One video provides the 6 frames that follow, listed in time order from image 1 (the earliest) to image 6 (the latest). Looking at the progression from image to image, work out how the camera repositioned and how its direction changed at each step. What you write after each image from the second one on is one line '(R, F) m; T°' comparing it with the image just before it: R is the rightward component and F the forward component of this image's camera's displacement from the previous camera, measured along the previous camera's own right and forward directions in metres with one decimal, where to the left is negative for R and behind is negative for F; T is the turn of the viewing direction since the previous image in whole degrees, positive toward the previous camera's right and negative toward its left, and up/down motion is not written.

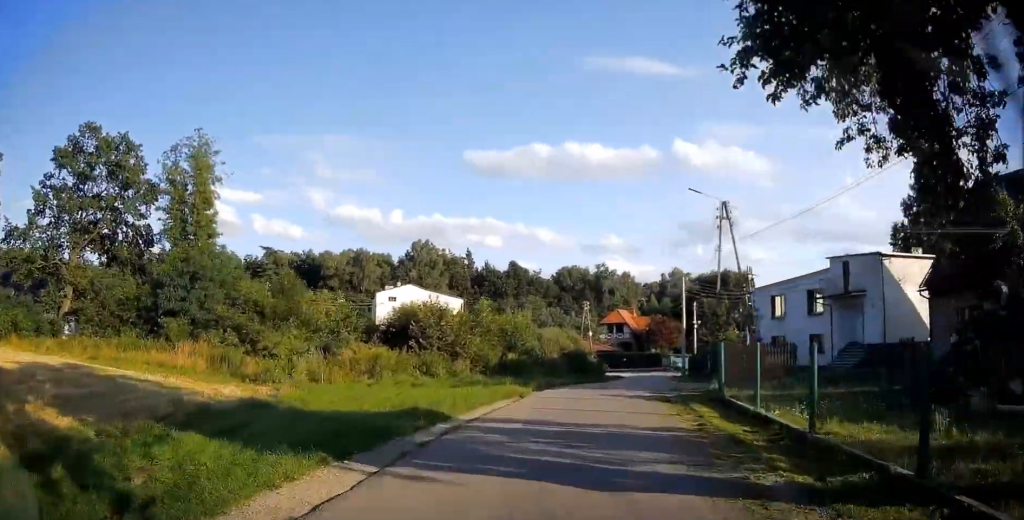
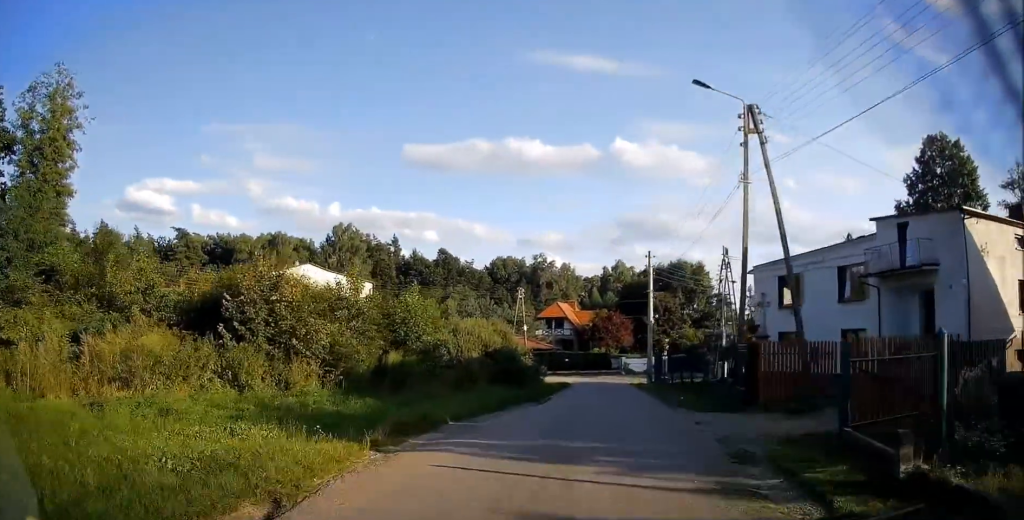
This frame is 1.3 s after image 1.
(+0.6, +12.7) m; +6°
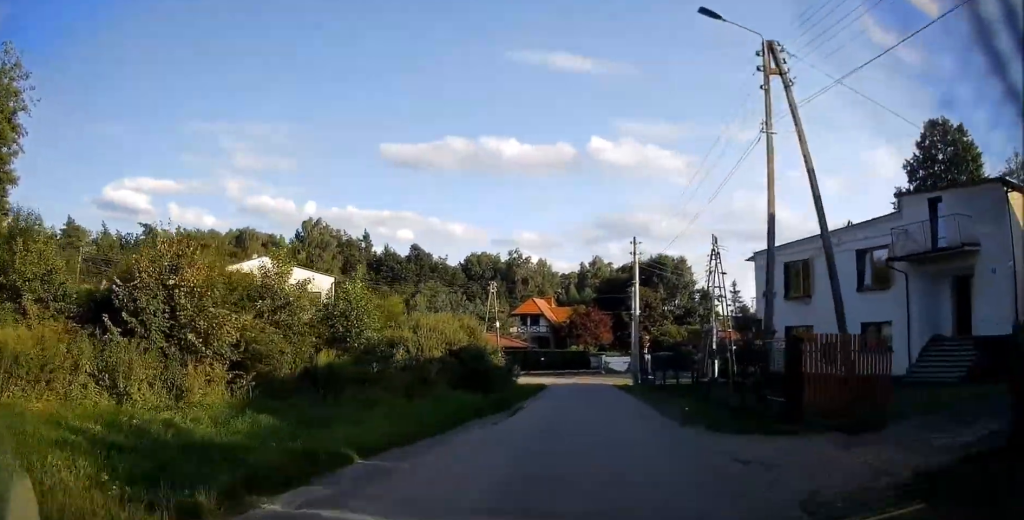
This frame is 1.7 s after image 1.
(0.0, +4.2) m; +2°
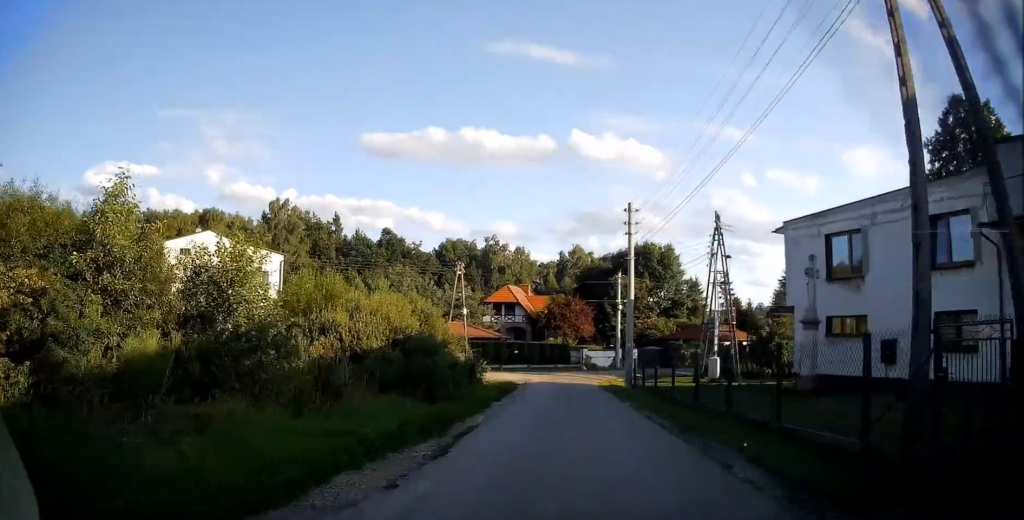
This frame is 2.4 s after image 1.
(+0.3, +6.6) m; +2°
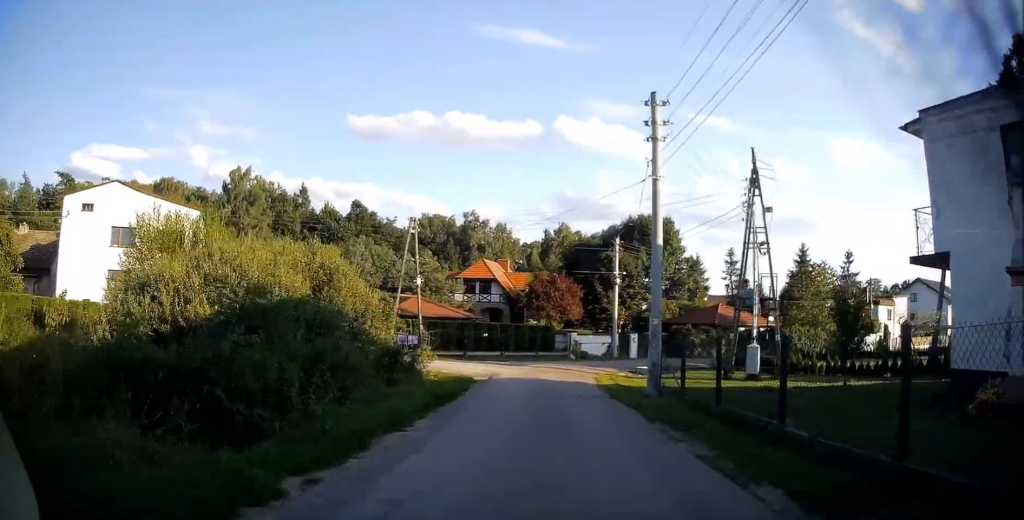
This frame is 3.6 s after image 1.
(0.0, +10.3) m; +1°
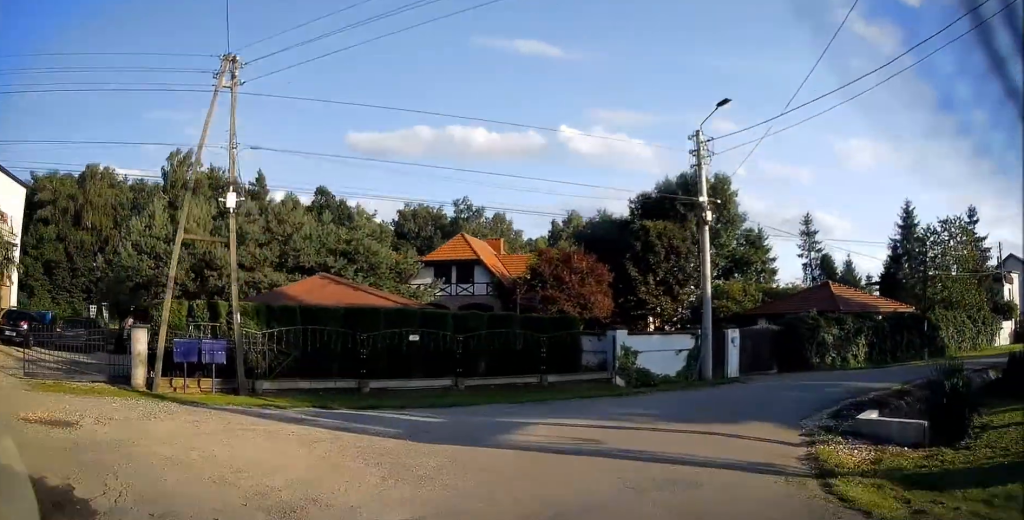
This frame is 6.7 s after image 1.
(0.0, +22.5) m; +3°
